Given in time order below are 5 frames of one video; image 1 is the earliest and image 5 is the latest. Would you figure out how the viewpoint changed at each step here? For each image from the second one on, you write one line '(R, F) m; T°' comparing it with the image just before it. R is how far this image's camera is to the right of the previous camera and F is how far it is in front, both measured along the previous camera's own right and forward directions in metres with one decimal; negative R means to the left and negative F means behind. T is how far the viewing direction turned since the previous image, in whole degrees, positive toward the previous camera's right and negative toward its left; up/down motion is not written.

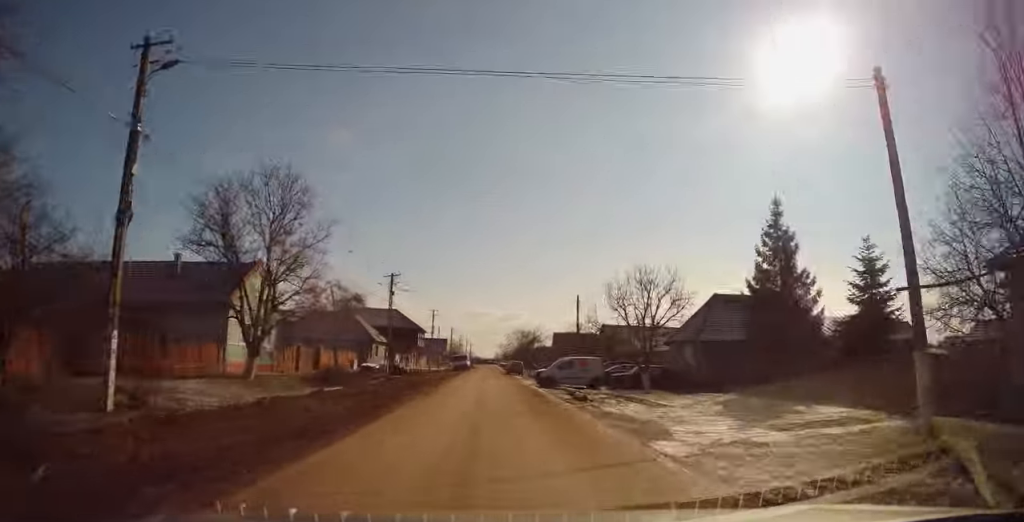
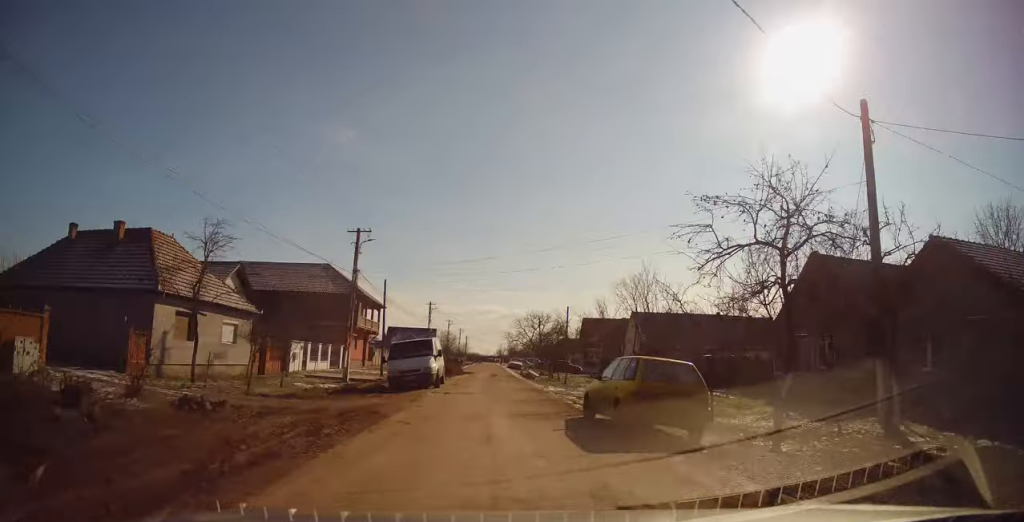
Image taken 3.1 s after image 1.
(+0.3, +44.4) m; +1°
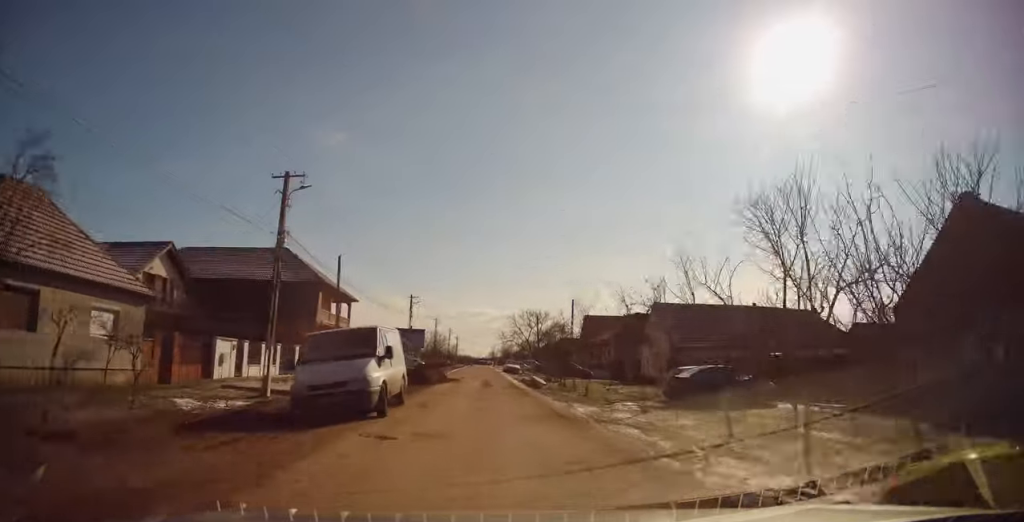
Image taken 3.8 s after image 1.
(0.0, +9.9) m; 0°
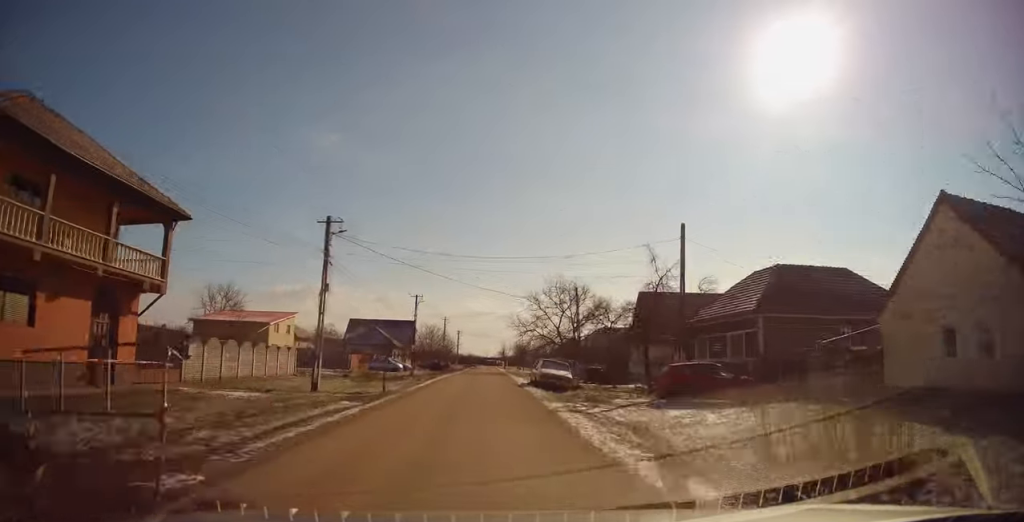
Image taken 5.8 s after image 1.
(-0.1, +30.3) m; 0°
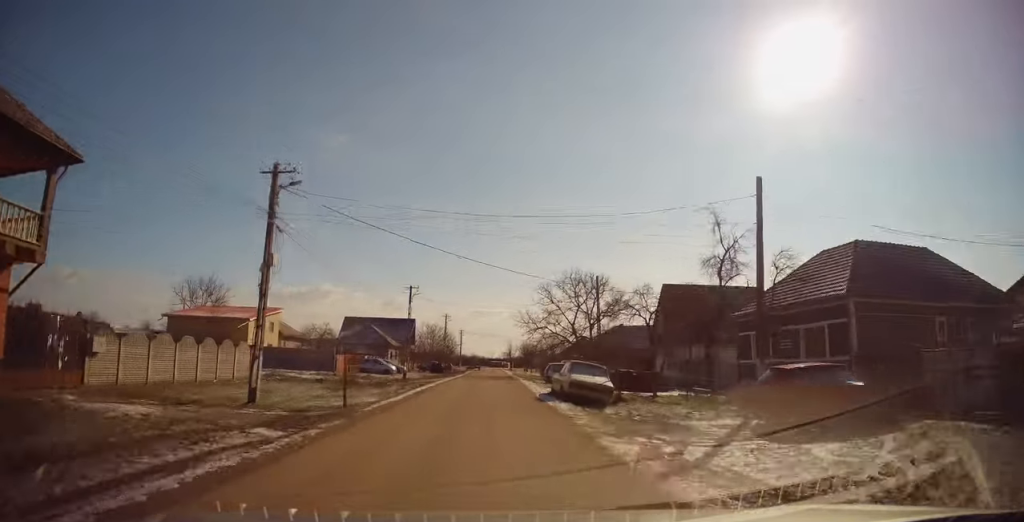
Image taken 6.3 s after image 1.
(+0.1, +6.9) m; 0°
